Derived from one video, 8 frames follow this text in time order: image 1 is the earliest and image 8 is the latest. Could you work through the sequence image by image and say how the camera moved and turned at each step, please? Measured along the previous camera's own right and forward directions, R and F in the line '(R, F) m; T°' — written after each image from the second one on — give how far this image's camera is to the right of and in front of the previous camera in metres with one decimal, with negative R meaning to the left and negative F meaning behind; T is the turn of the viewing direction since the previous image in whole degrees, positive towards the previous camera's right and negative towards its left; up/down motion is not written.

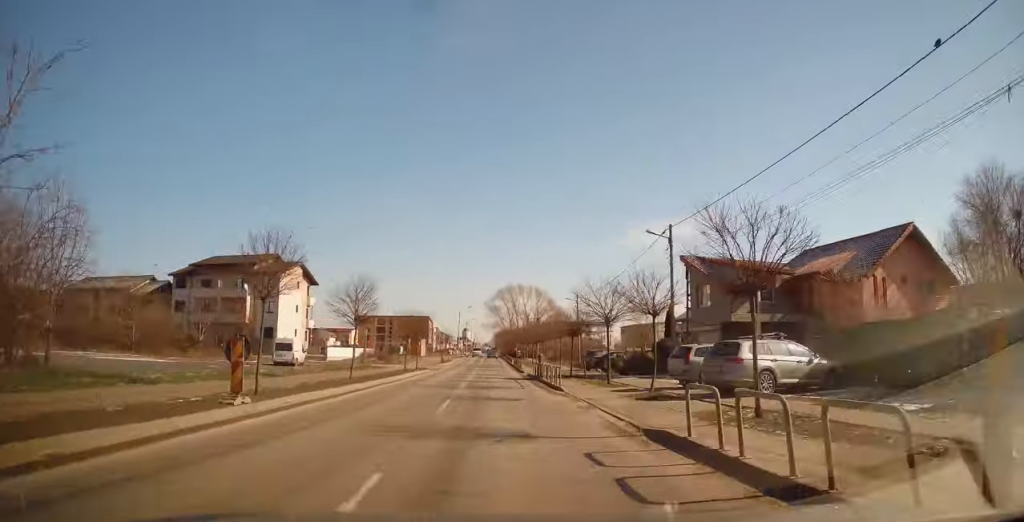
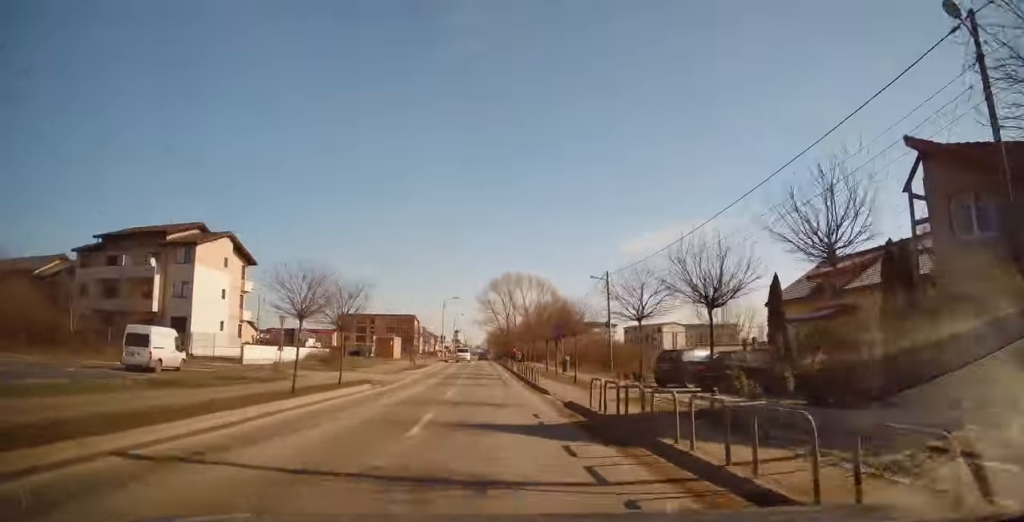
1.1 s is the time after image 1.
(0.0, +18.5) m; 0°
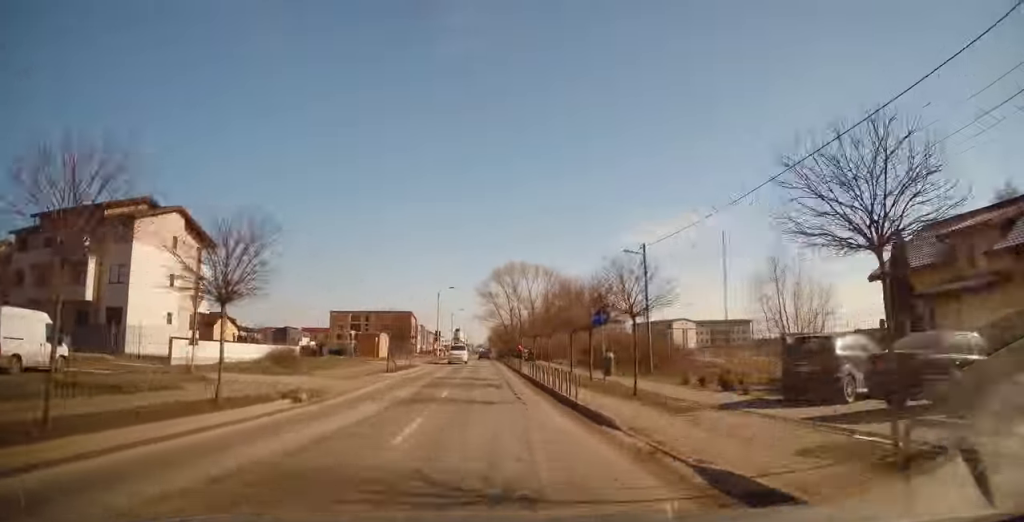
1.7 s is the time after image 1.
(0.0, +9.4) m; 0°
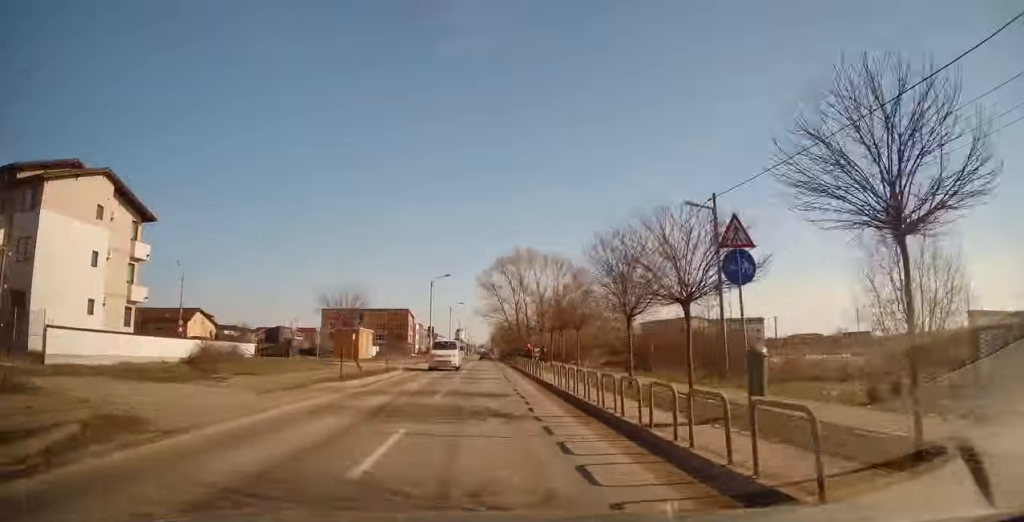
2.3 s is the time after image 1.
(0.0, +9.7) m; 0°
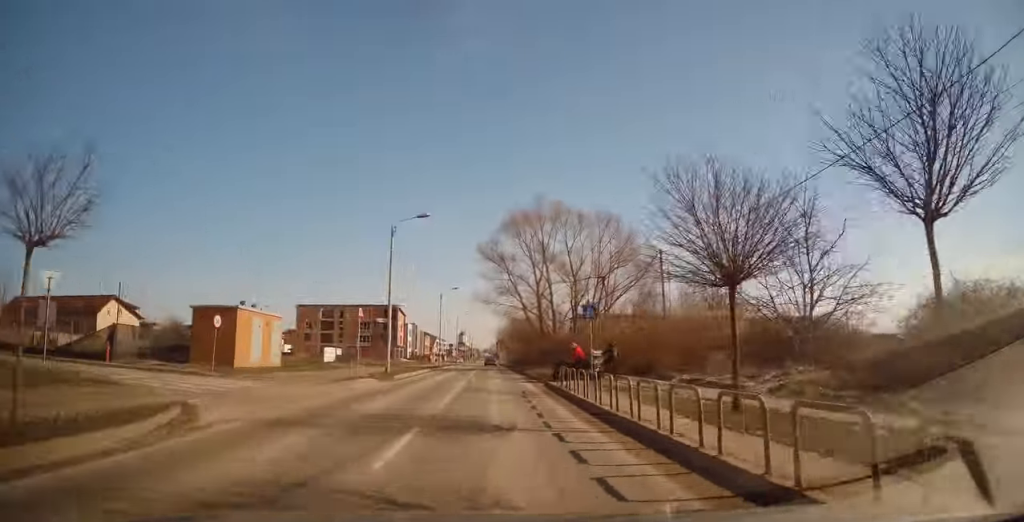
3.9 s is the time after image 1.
(+0.4, +24.6) m; +2°
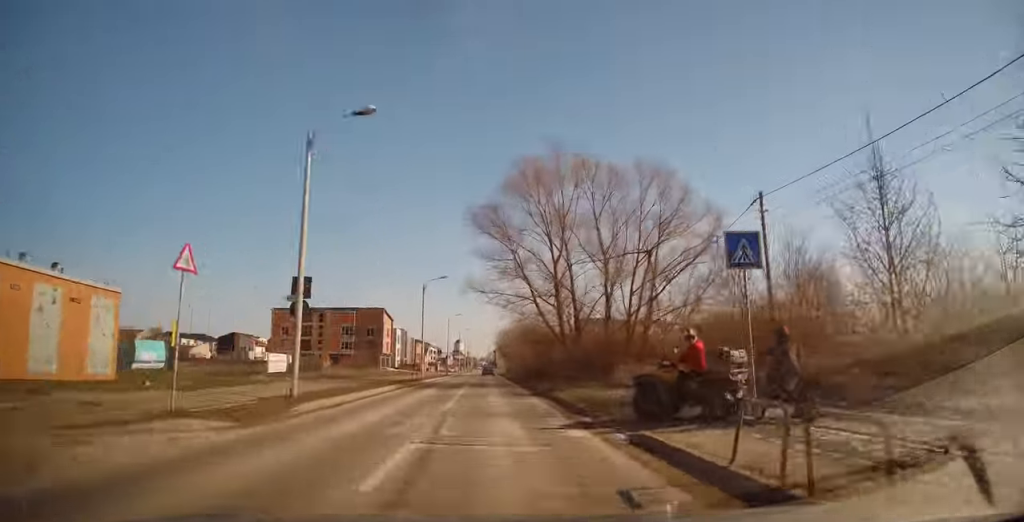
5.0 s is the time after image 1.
(+0.1, +15.4) m; -1°
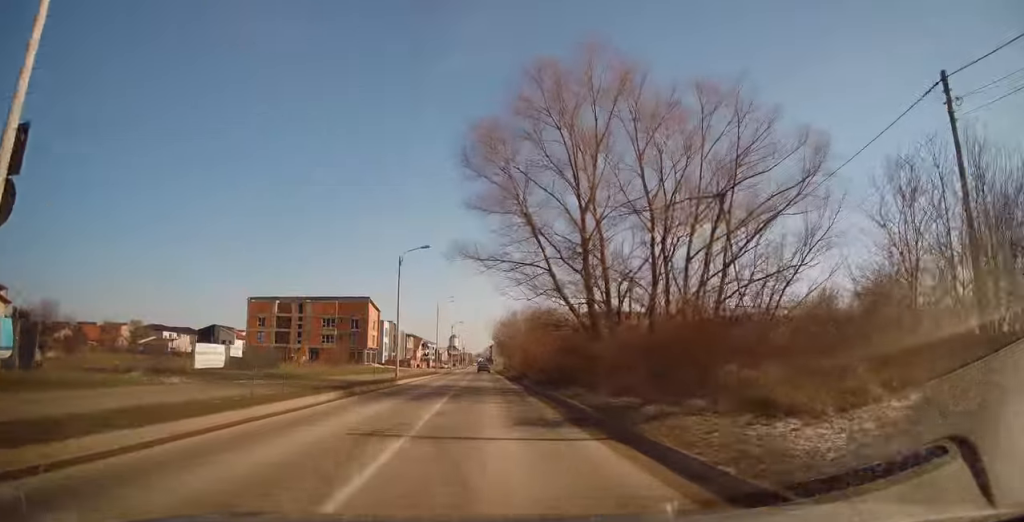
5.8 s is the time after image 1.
(-0.2, +11.5) m; -1°
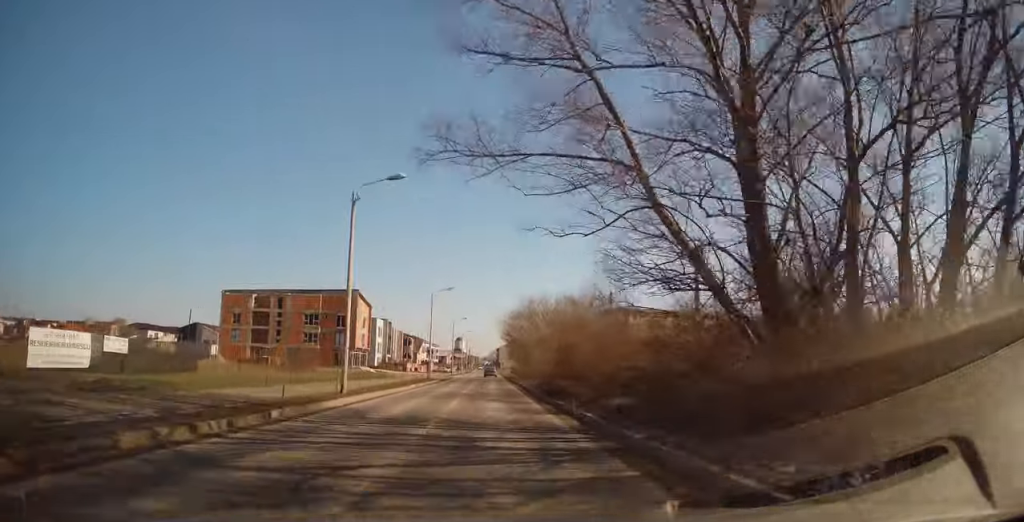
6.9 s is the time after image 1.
(0.0, +14.6) m; 0°
